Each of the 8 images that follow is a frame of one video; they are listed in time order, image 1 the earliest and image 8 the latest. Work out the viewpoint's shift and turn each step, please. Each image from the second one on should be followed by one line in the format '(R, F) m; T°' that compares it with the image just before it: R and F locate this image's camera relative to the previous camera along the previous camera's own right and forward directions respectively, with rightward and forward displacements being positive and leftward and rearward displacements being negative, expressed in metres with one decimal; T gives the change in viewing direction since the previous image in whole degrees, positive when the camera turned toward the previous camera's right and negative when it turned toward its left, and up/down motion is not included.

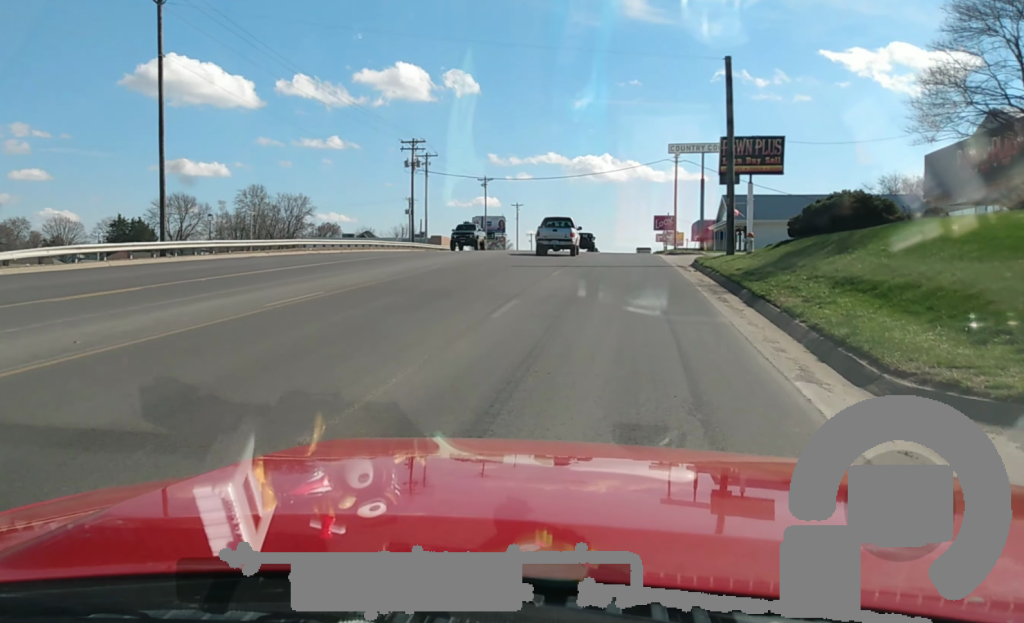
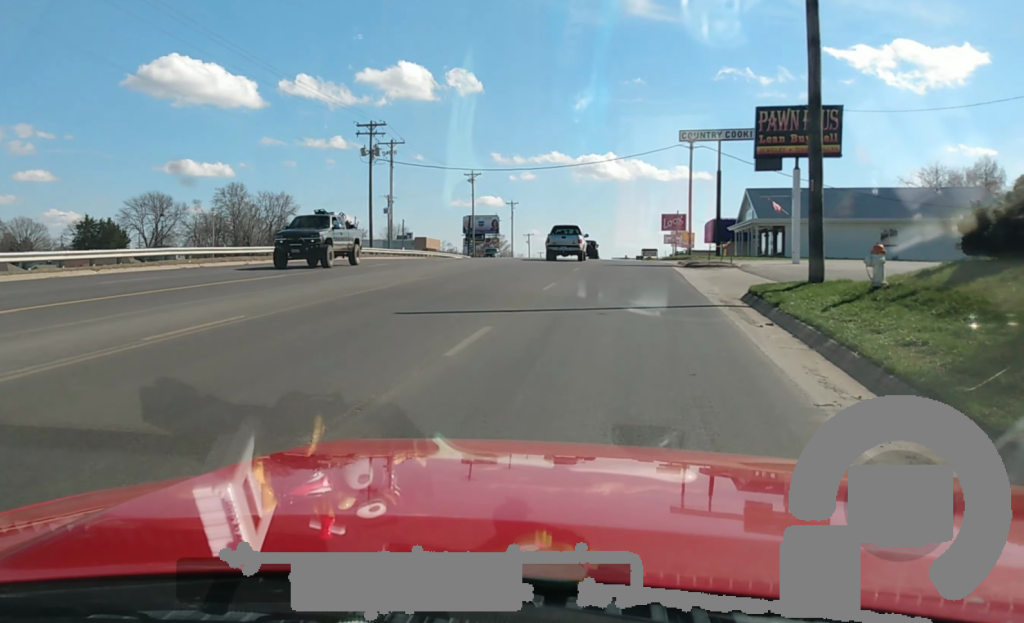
(+0.1, +16.1) m; 0°
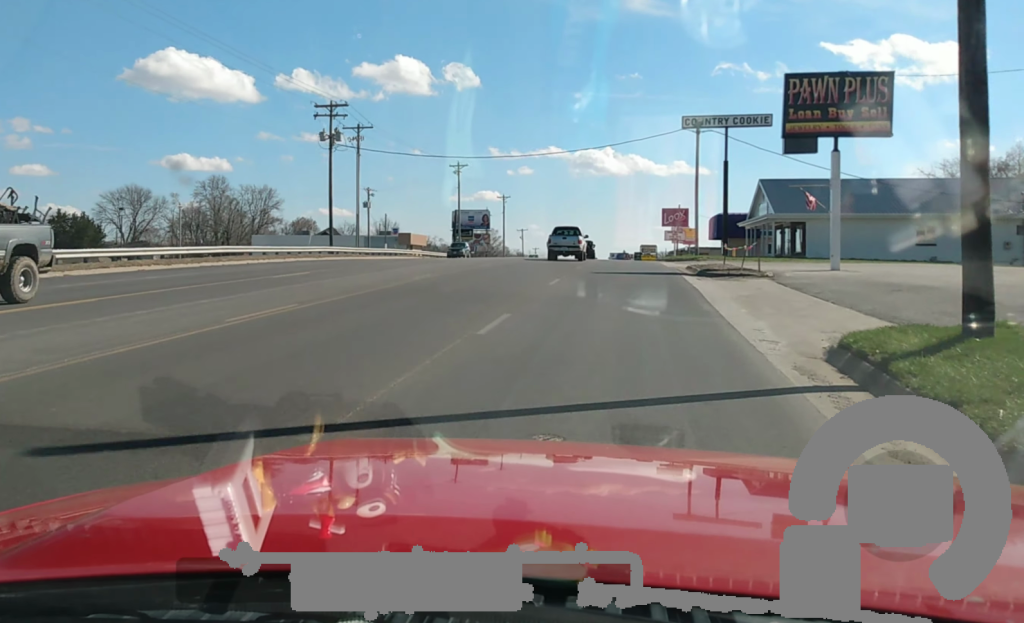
(-0.1, +9.8) m; 0°
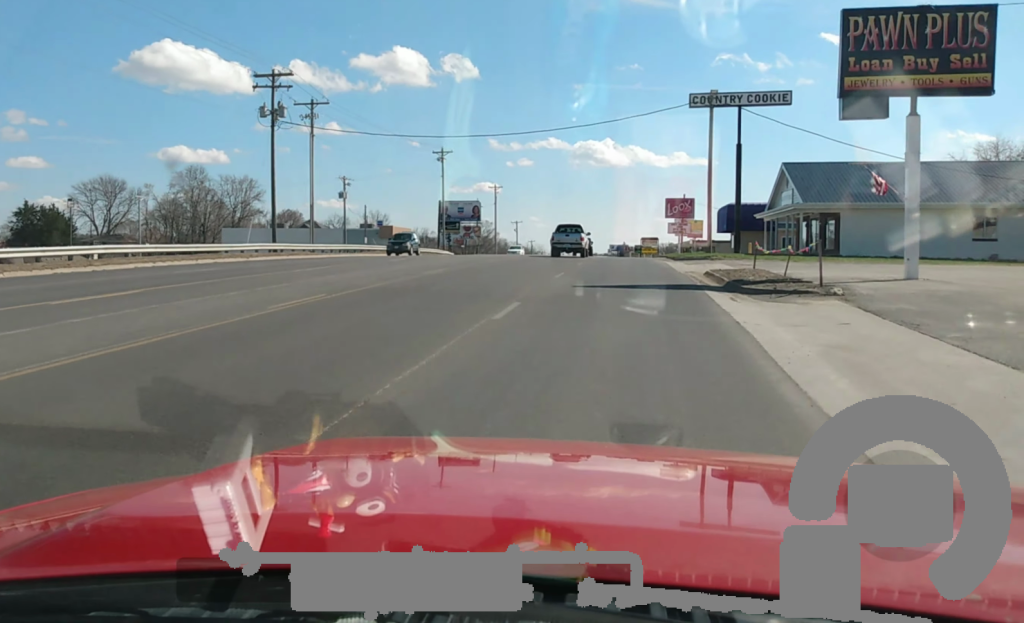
(-0.1, +10.0) m; 0°
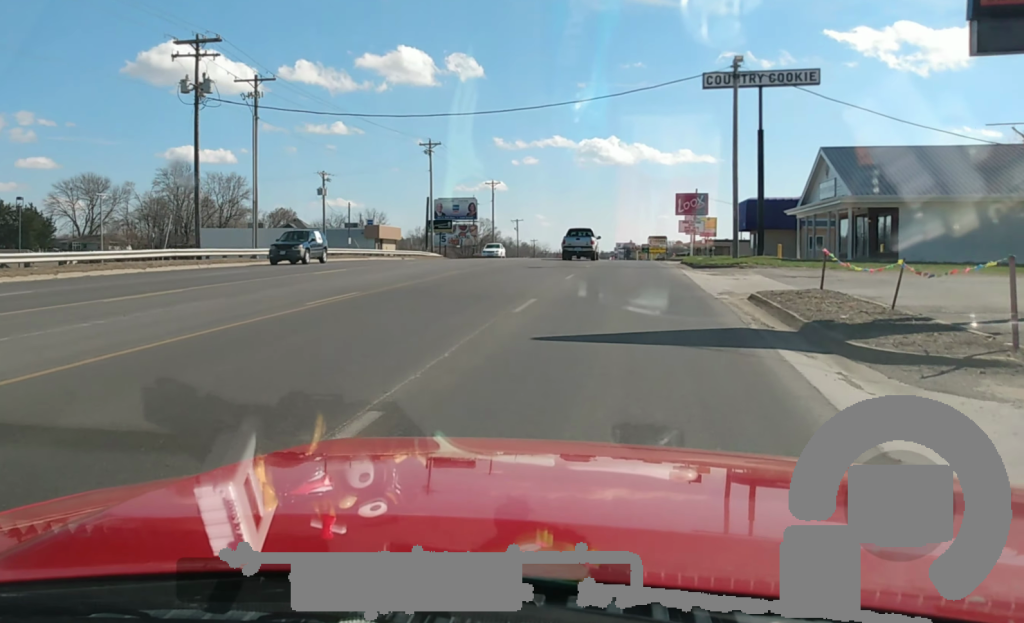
(+0.1, +10.8) m; +1°
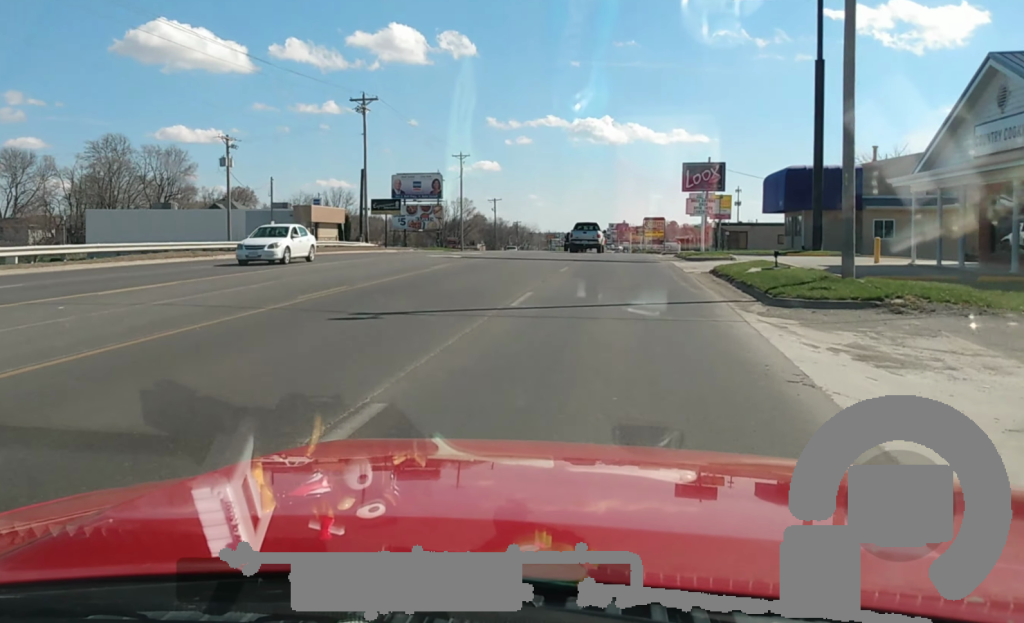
(+0.2, +23.8) m; +1°
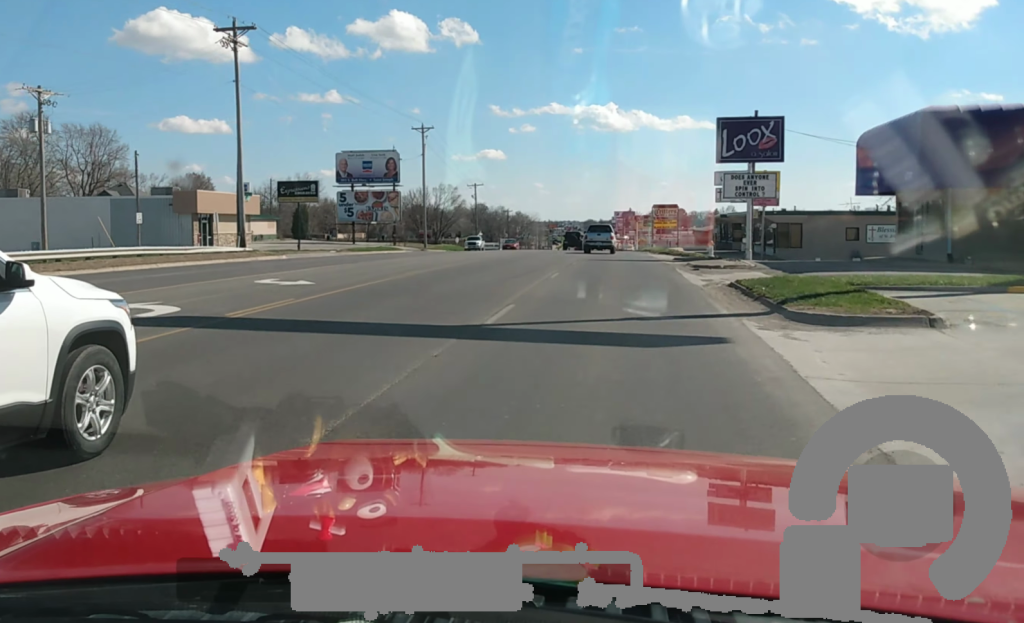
(0.0, +26.6) m; 0°
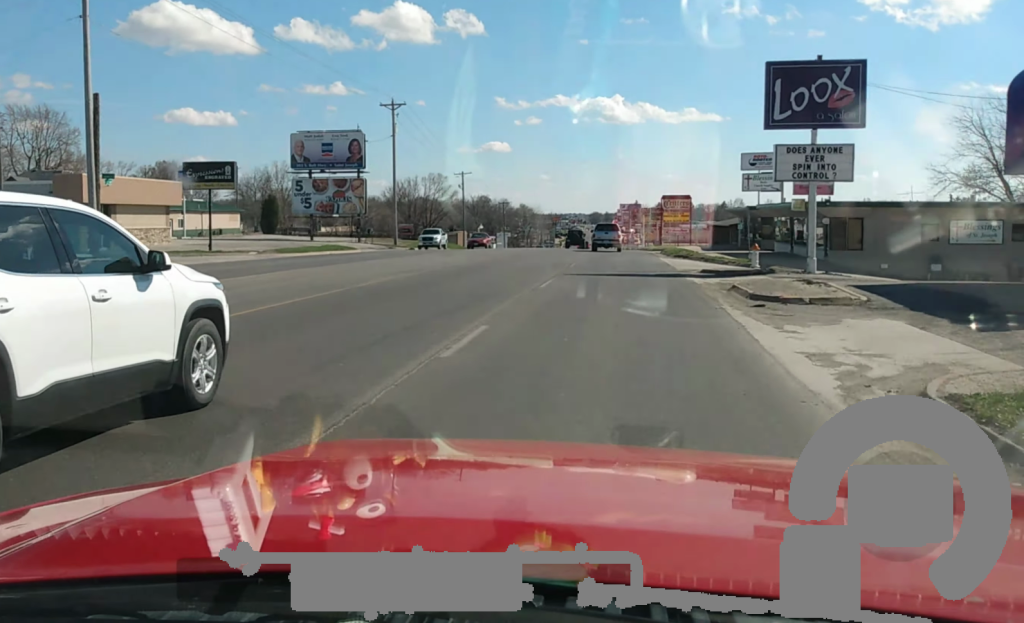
(0.0, +16.5) m; -1°
